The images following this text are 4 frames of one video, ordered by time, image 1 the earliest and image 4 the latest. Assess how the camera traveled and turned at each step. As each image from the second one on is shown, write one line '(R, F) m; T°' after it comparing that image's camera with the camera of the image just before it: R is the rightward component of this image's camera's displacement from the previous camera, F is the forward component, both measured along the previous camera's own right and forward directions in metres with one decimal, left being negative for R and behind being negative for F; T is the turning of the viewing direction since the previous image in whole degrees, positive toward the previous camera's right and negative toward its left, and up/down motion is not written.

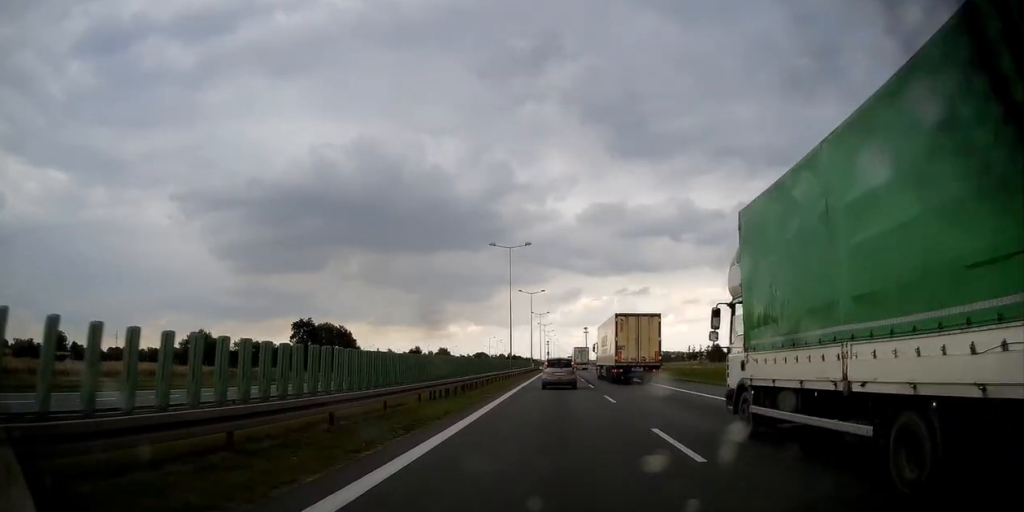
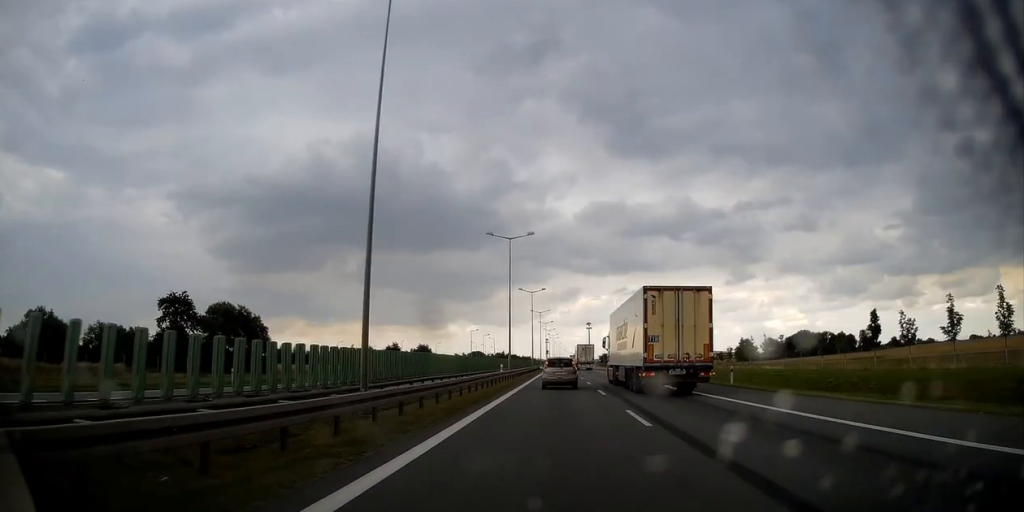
(+0.2, +43.4) m; 0°
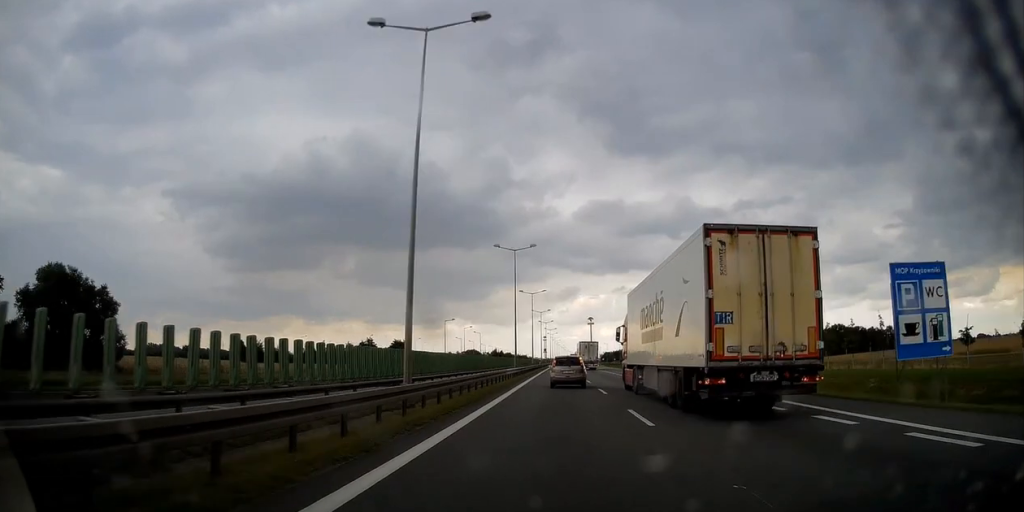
(-0.2, +36.2) m; 0°
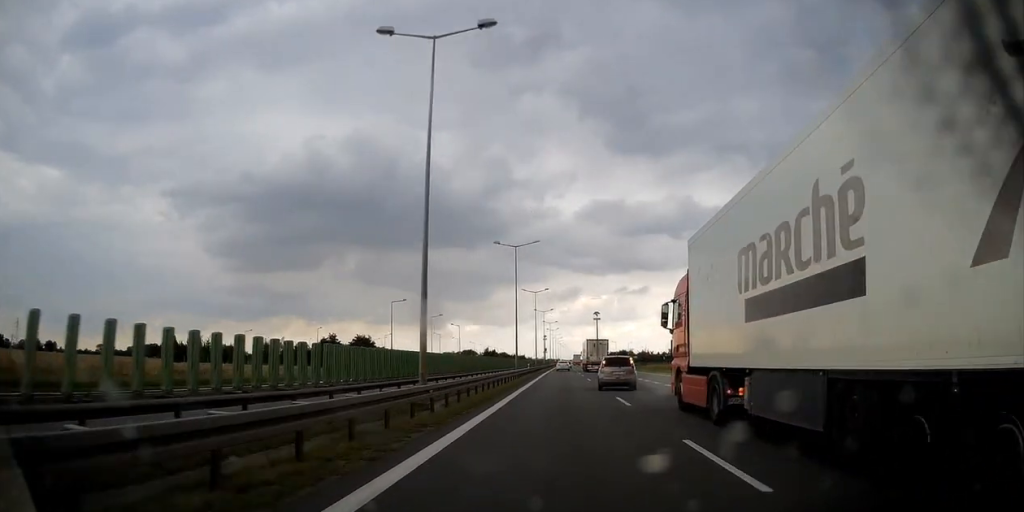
(+0.5, +42.3) m; 0°
